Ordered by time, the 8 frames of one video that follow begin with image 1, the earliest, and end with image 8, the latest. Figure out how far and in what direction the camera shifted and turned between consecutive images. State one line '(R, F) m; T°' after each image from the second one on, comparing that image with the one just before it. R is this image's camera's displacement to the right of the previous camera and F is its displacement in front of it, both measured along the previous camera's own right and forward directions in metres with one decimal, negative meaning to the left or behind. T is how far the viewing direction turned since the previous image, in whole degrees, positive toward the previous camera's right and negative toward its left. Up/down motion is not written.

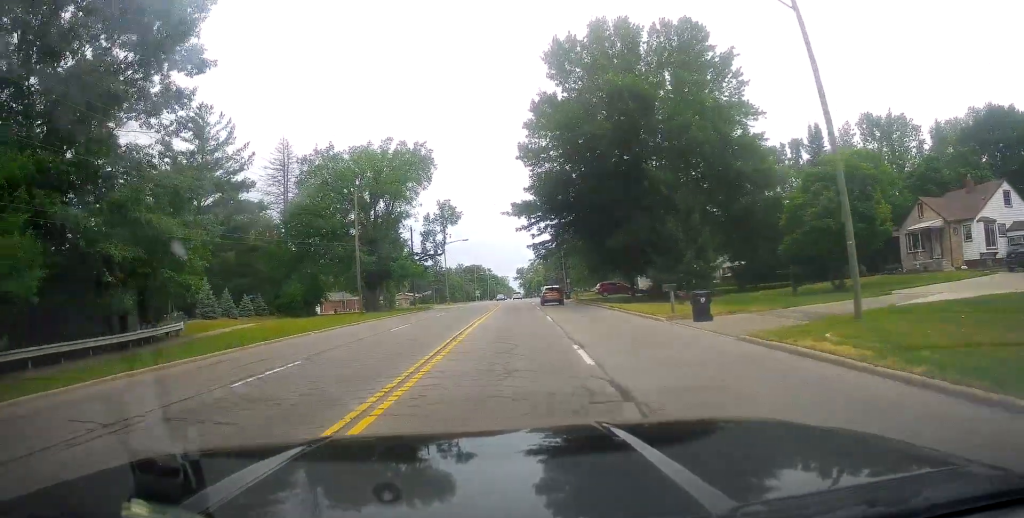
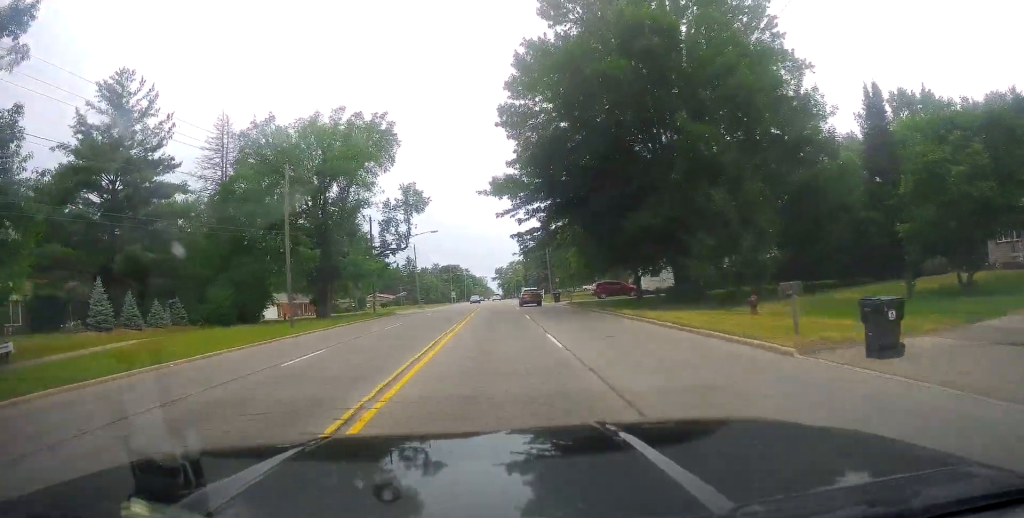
(+0.1, +11.7) m; +2°
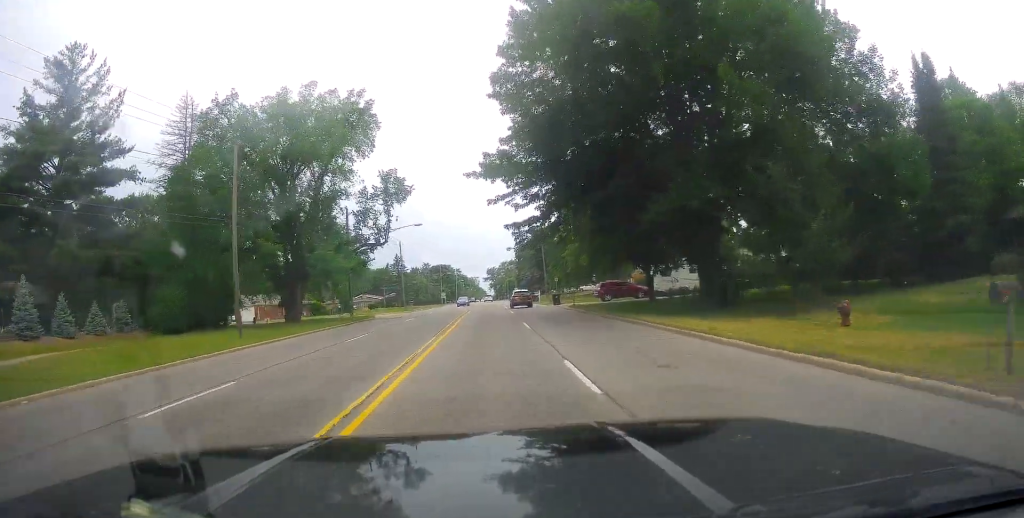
(+0.1, +6.5) m; +1°
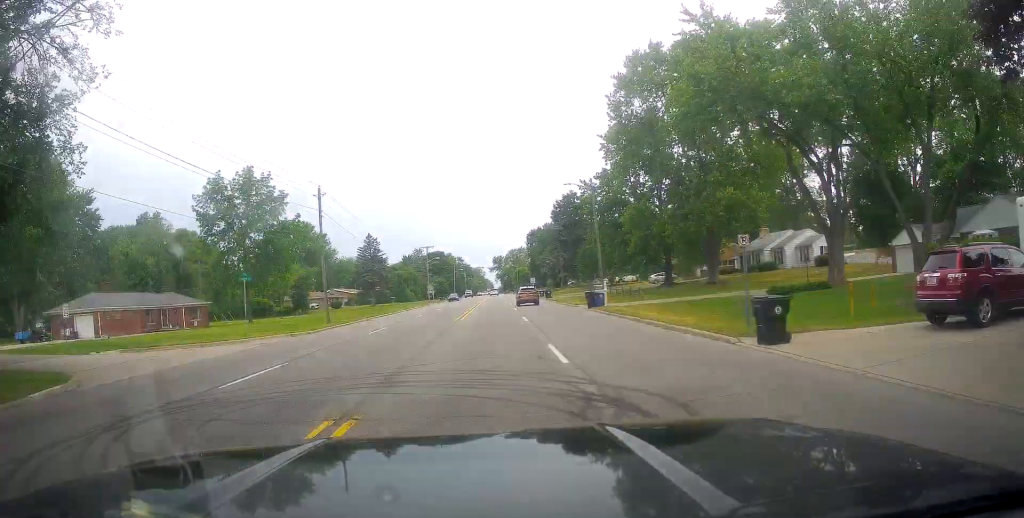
(+1.3, +42.5) m; 0°
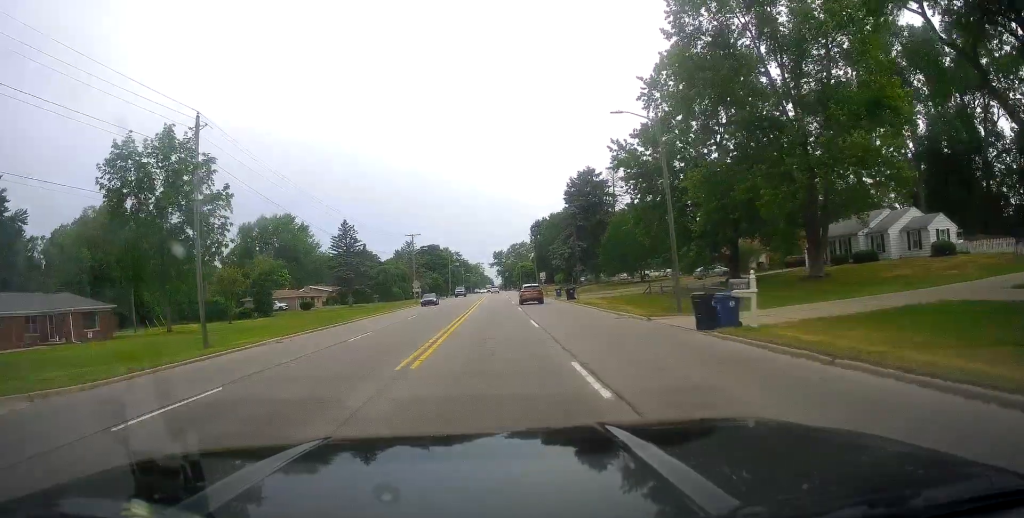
(-0.3, +19.6) m; +1°
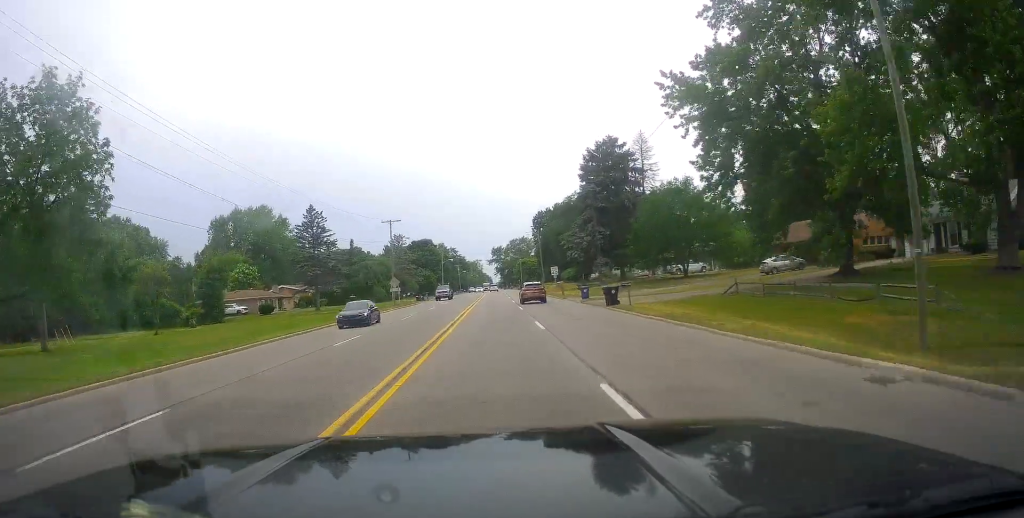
(+0.4, +17.9) m; +2°
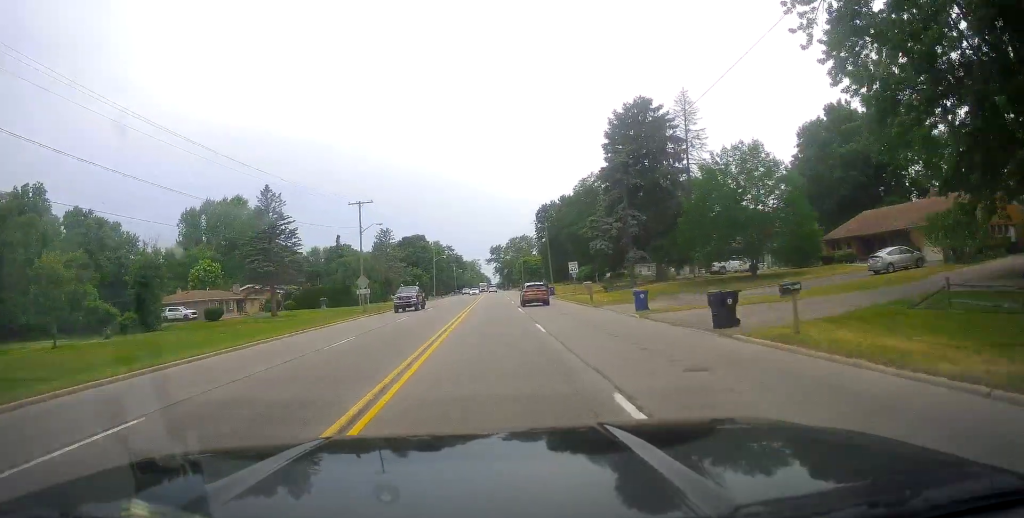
(+0.3, +16.6) m; 0°
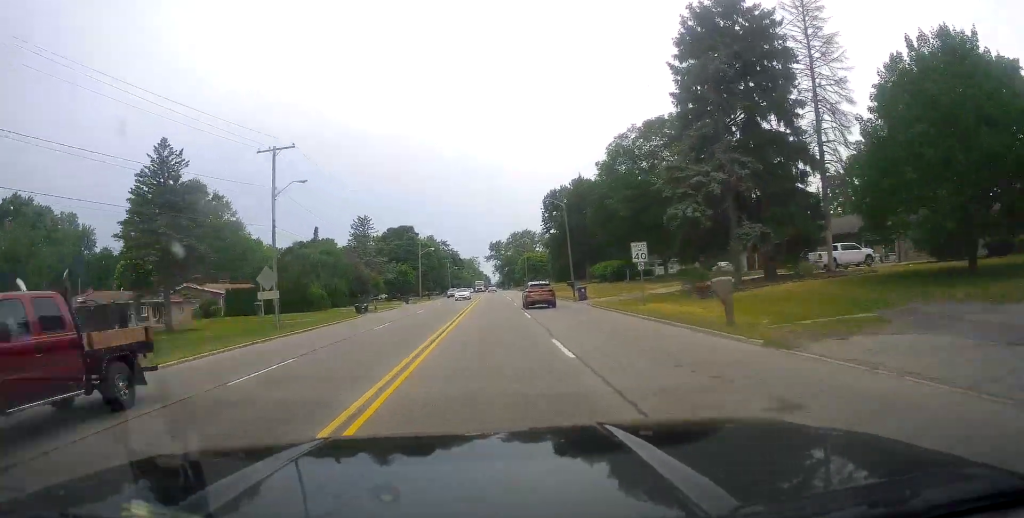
(-0.4, +23.2) m; -2°
